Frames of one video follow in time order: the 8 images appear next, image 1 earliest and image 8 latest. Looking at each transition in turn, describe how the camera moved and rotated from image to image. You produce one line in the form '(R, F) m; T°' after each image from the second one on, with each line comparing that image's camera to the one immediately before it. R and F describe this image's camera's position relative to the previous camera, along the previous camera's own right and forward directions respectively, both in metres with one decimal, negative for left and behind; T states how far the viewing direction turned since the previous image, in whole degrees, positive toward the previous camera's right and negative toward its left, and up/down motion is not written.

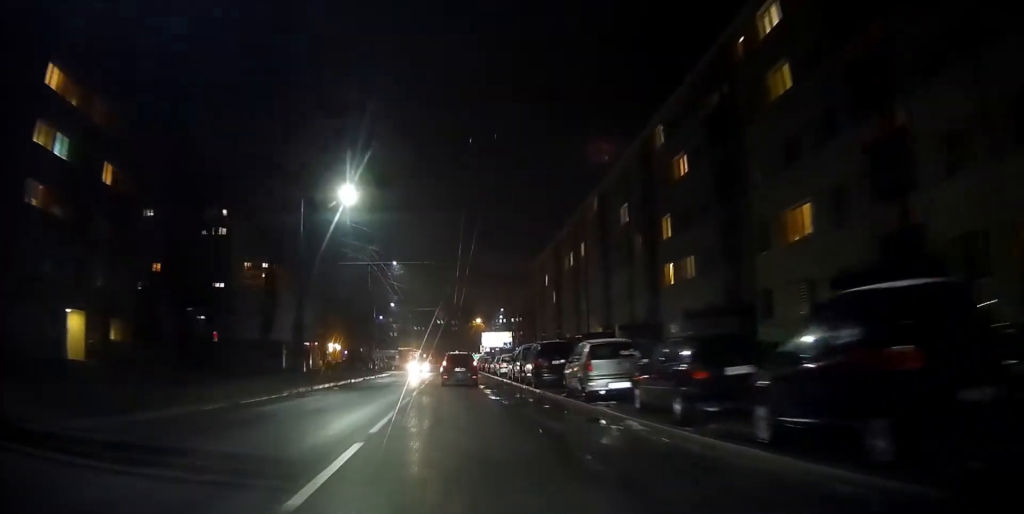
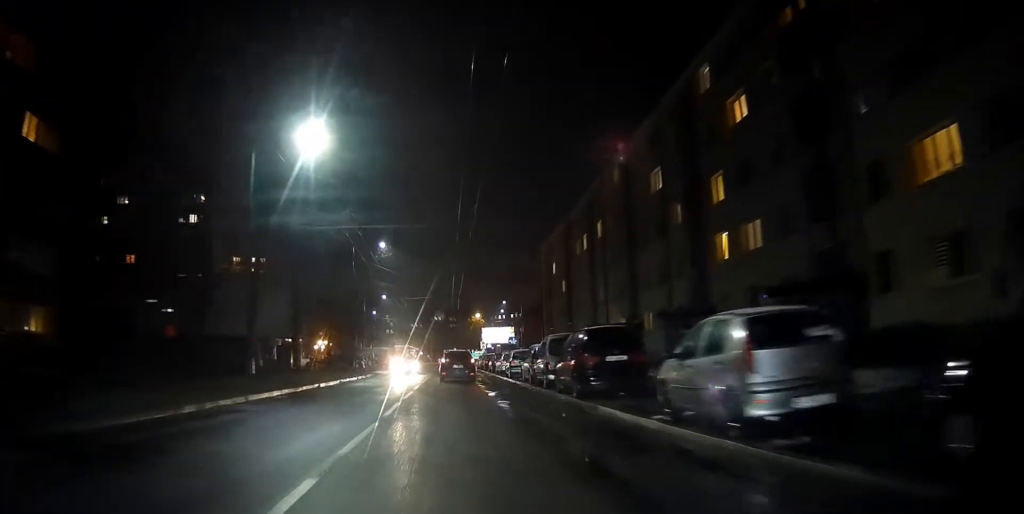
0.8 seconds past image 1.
(-0.3, +9.0) m; -2°
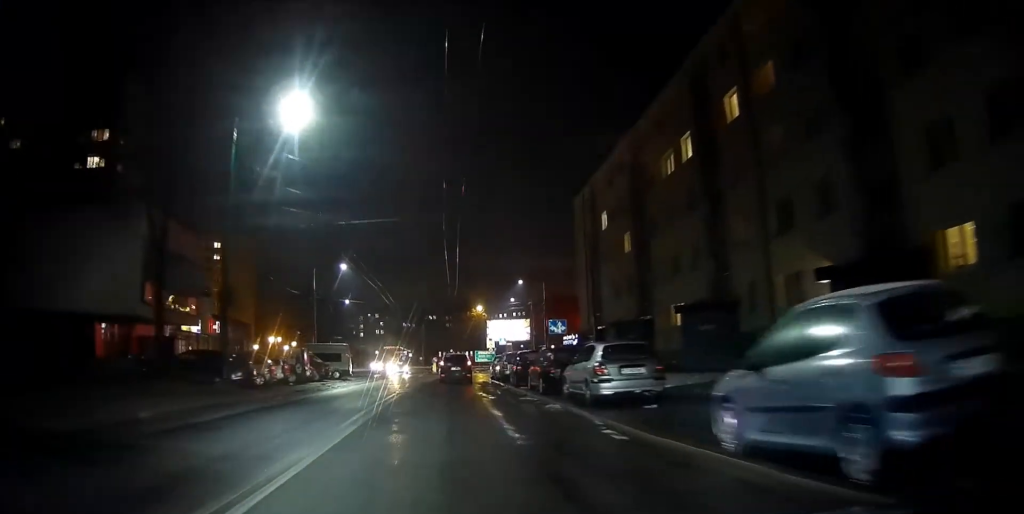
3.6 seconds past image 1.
(+0.3, +31.5) m; 0°
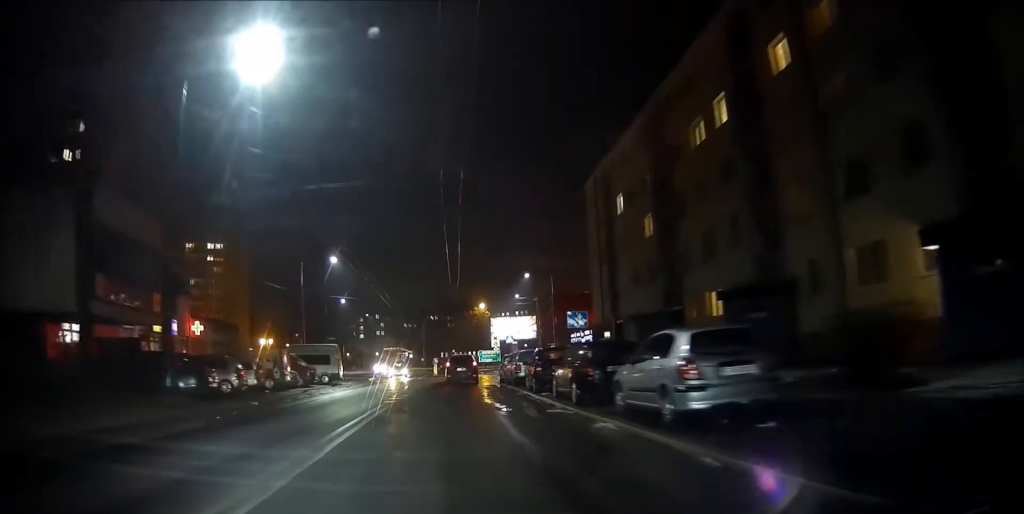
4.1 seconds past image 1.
(0.0, +5.5) m; 0°
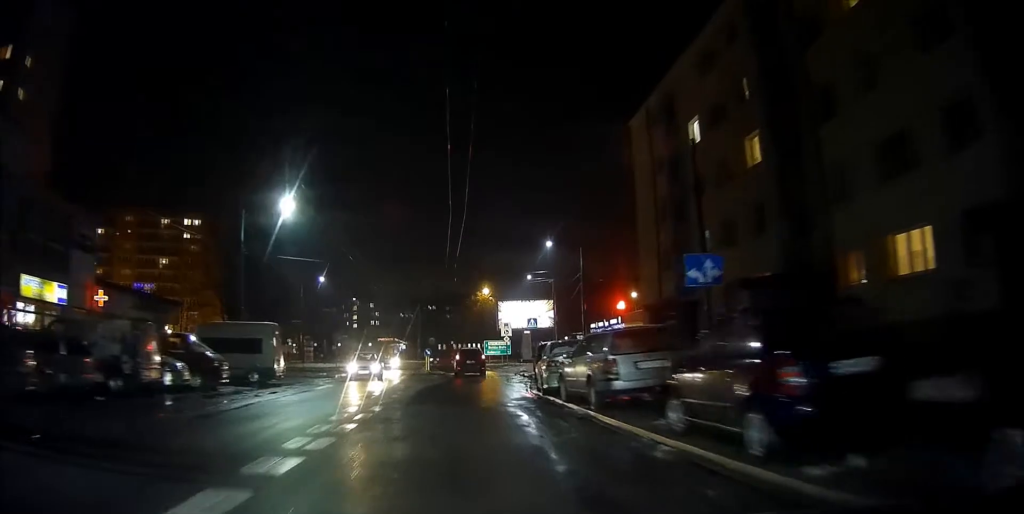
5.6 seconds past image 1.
(0.0, +16.4) m; +1°
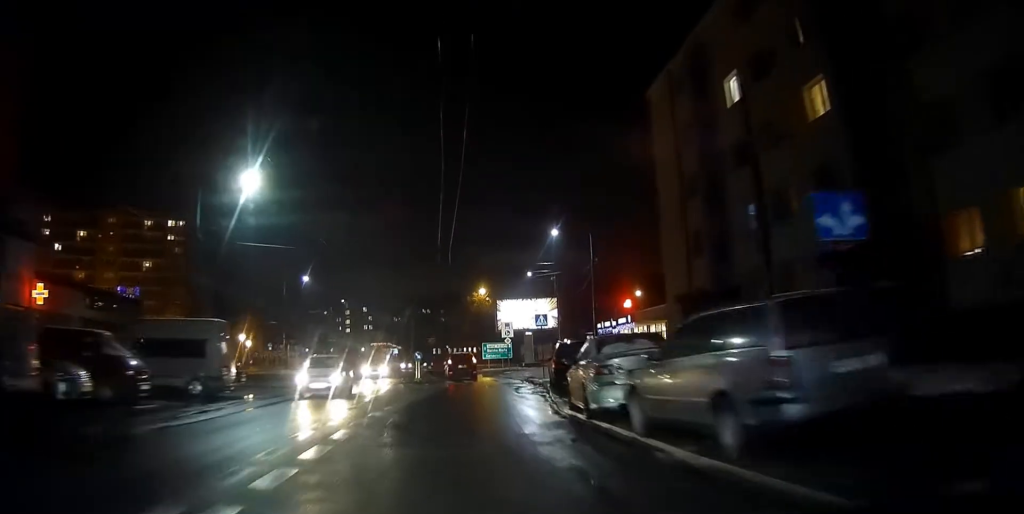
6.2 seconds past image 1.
(0.0, +6.5) m; 0°
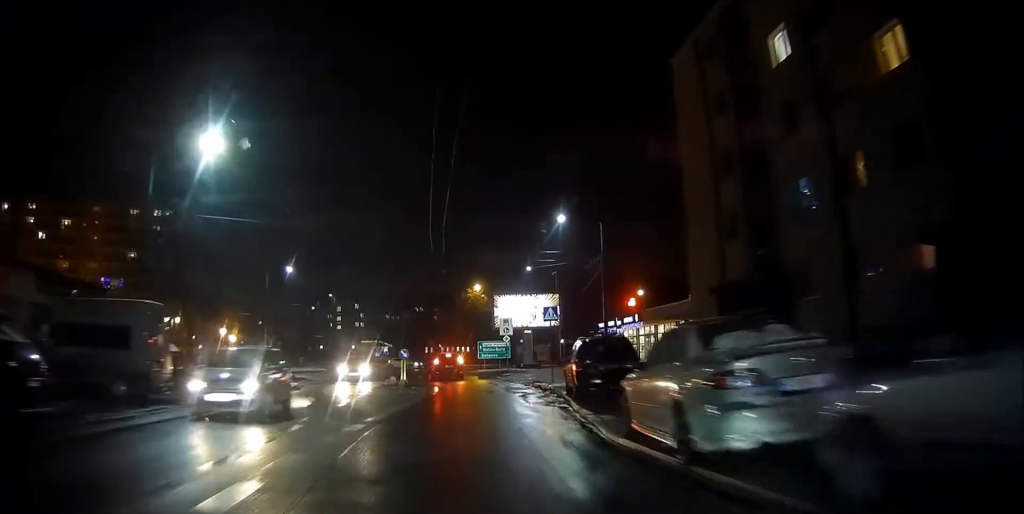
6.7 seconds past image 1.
(0.0, +5.4) m; 0°
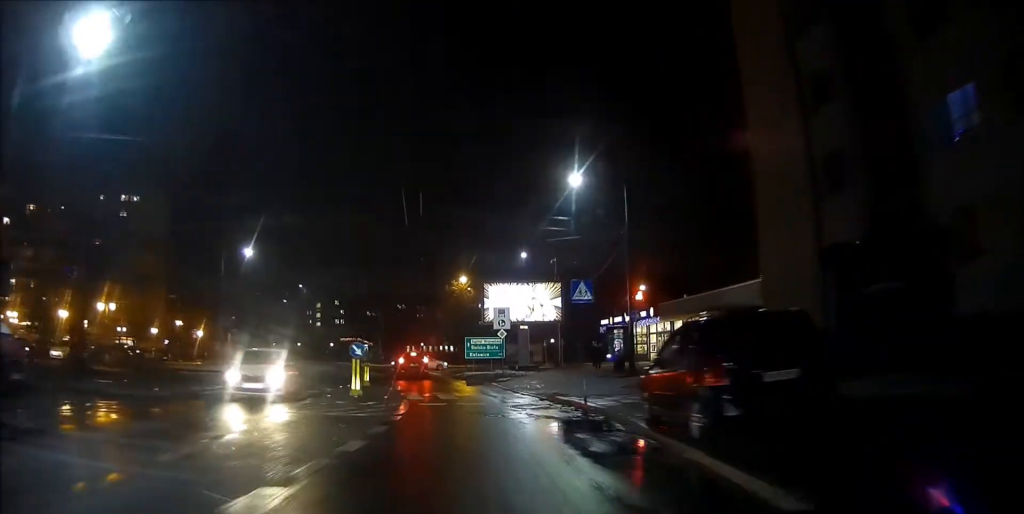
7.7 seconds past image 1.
(0.0, +10.2) m; 0°
